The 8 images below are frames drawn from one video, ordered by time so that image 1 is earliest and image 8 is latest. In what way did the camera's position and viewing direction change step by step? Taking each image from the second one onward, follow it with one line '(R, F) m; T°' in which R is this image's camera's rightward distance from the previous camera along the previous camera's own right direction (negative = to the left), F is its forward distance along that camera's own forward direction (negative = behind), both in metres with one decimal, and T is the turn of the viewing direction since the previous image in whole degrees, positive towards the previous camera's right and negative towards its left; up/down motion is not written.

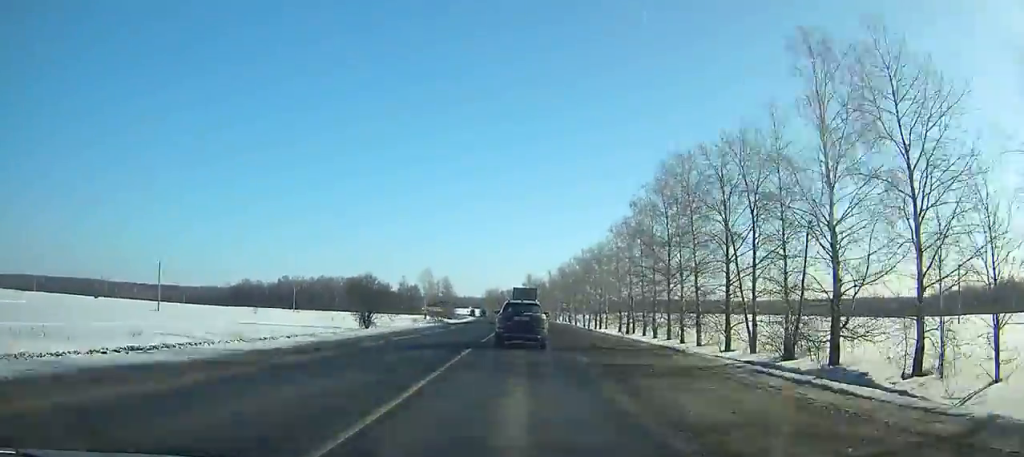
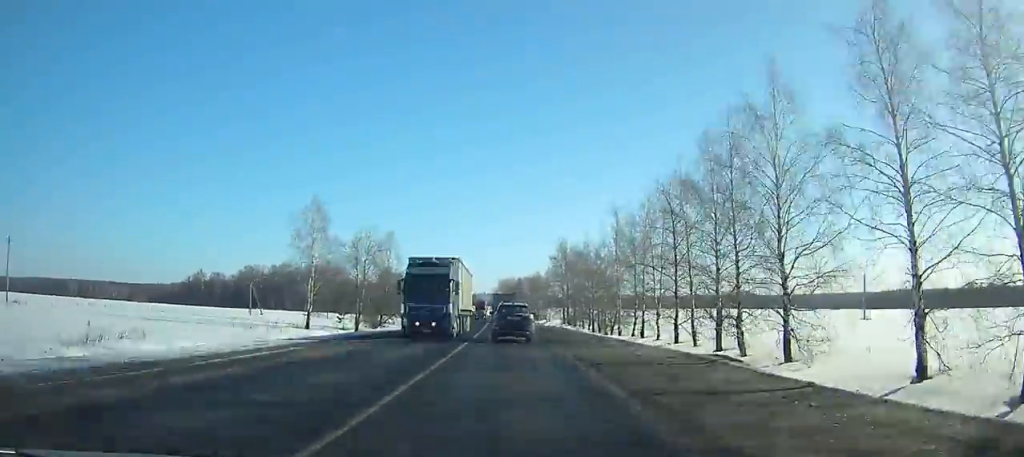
(-1.6, +111.6) m; -3°
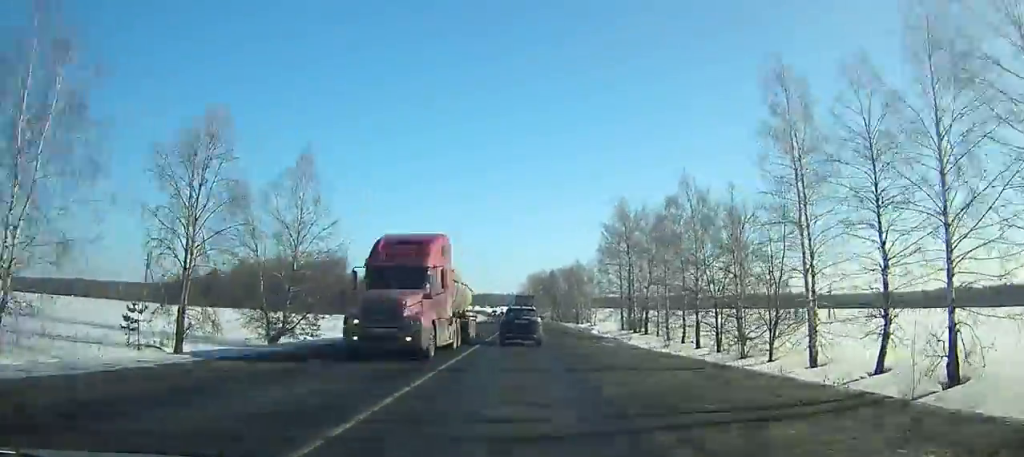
(-0.9, +49.3) m; -2°
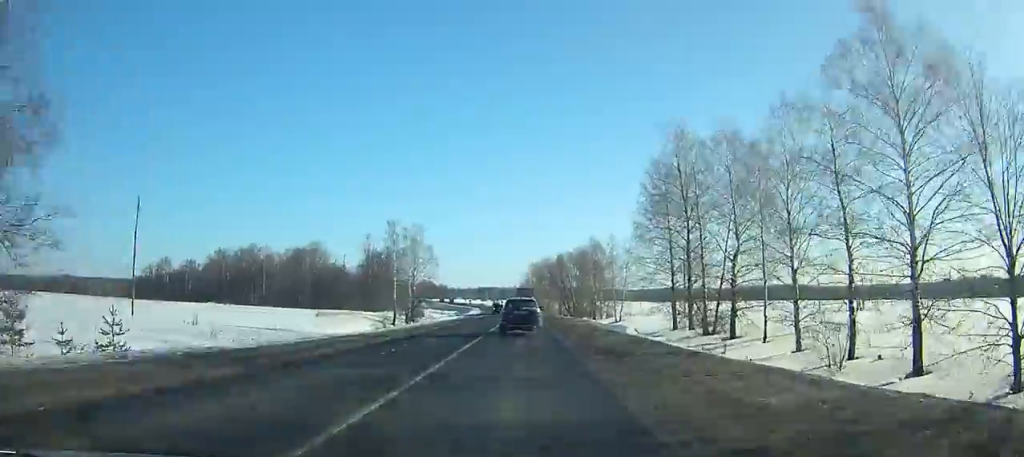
(-0.3, +32.9) m; -1°
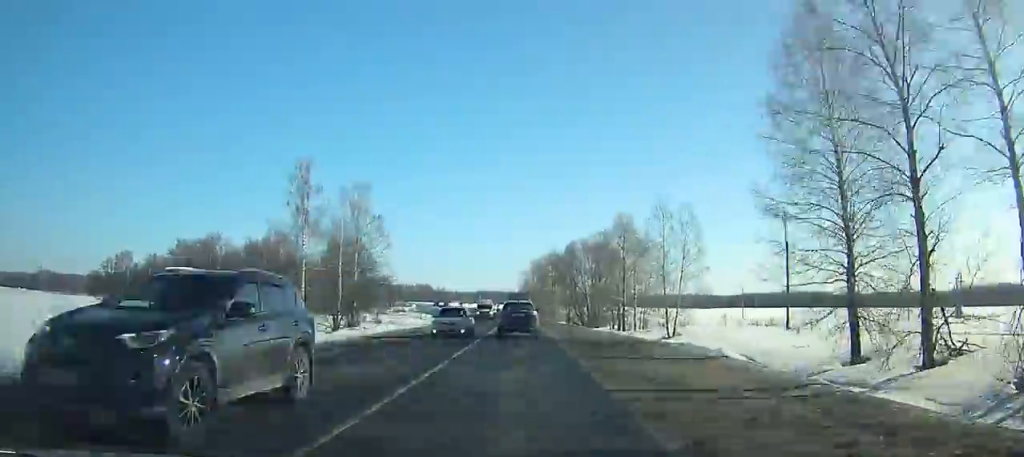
(-0.2, +37.2) m; -1°
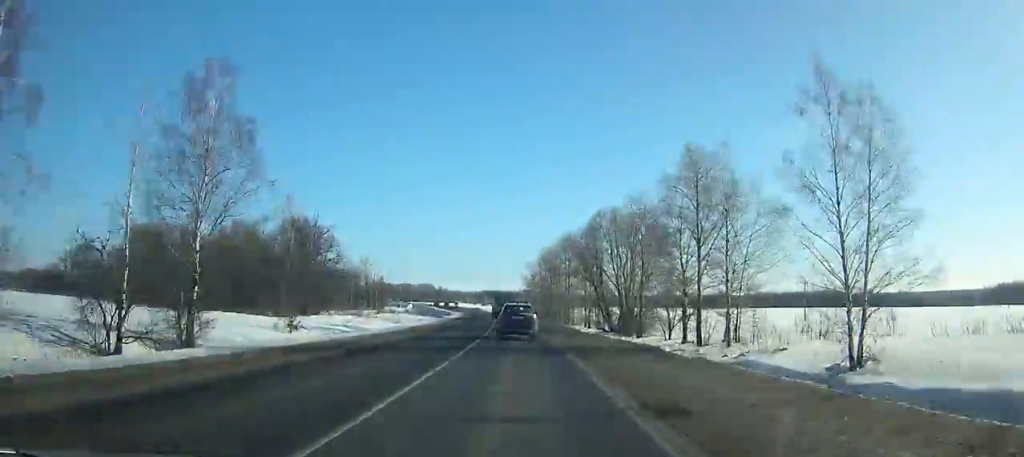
(-0.2, +36.1) m; -1°
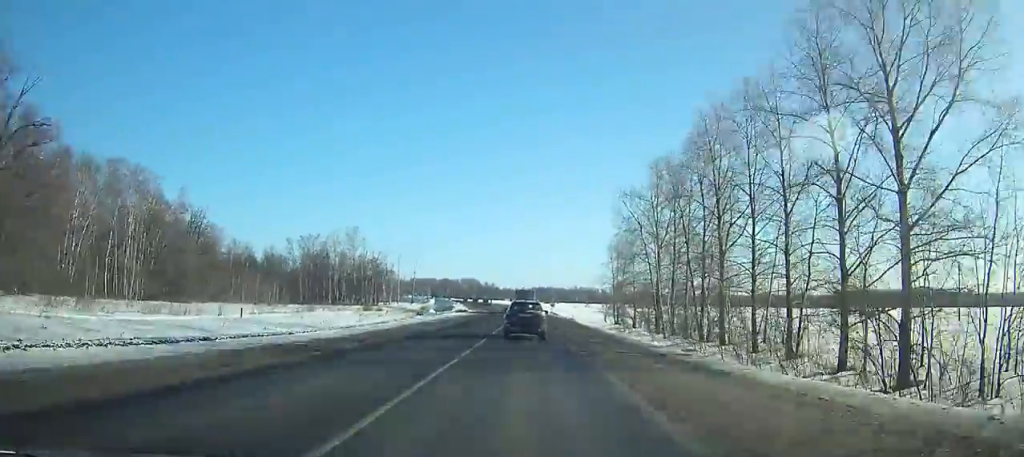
(-3.0, +105.5) m; -4°
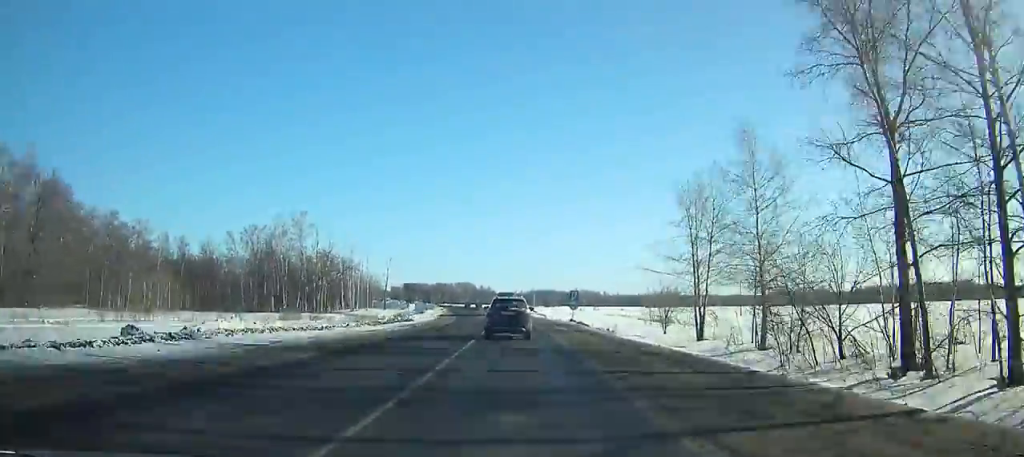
(-0.7, +48.8) m; -2°
